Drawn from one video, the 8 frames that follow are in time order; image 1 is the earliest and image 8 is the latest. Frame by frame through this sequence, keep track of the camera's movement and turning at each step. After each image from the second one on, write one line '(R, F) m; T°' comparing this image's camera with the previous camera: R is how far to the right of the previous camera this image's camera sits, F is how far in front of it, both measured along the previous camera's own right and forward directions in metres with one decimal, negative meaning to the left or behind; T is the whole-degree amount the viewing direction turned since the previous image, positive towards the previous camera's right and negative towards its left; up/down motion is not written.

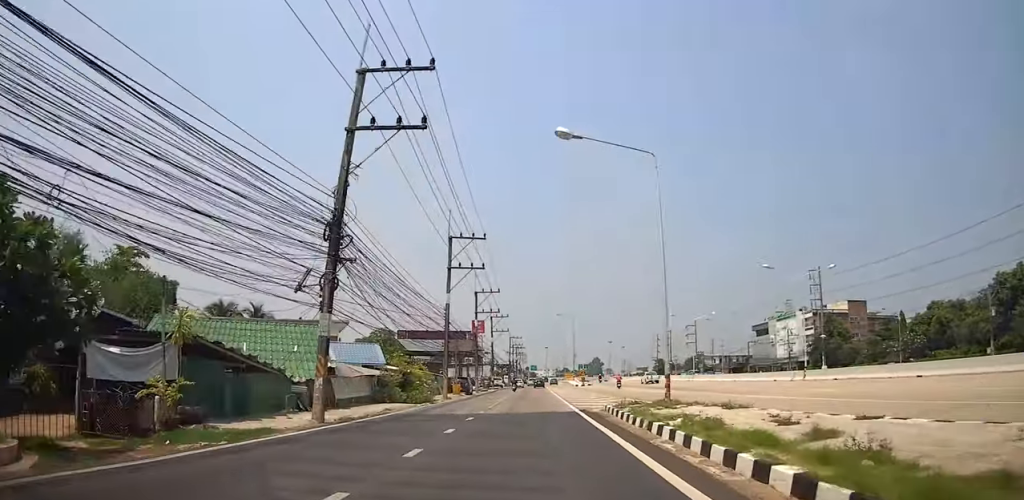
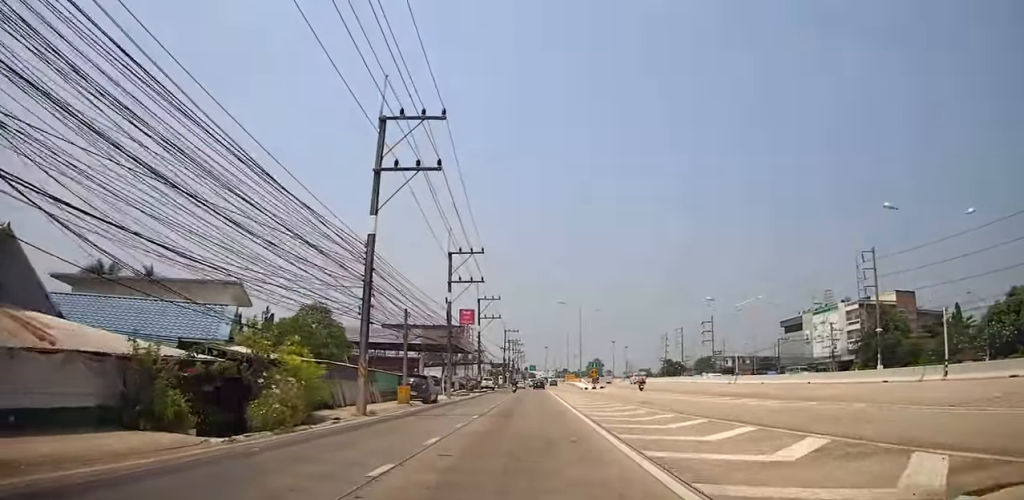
(+0.3, +17.8) m; 0°
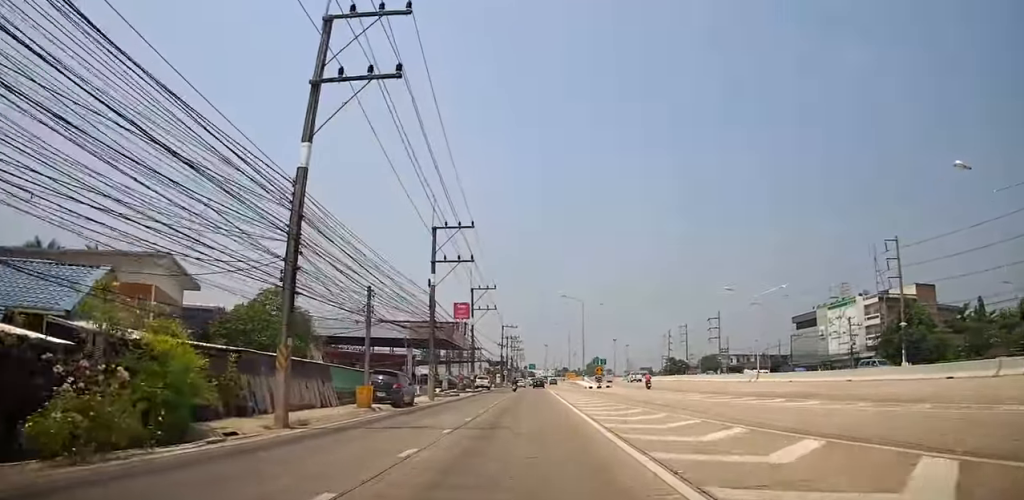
(-0.1, +6.4) m; 0°
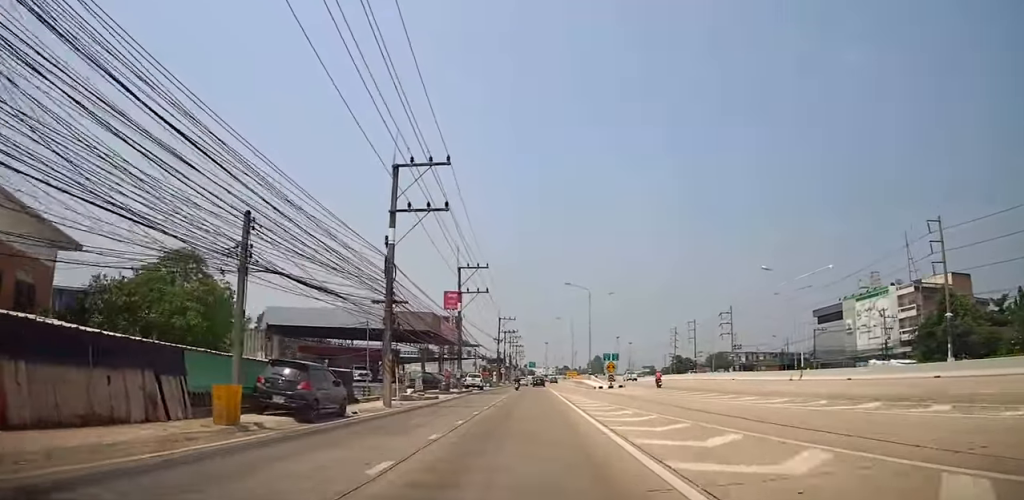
(-0.6, +9.9) m; 0°
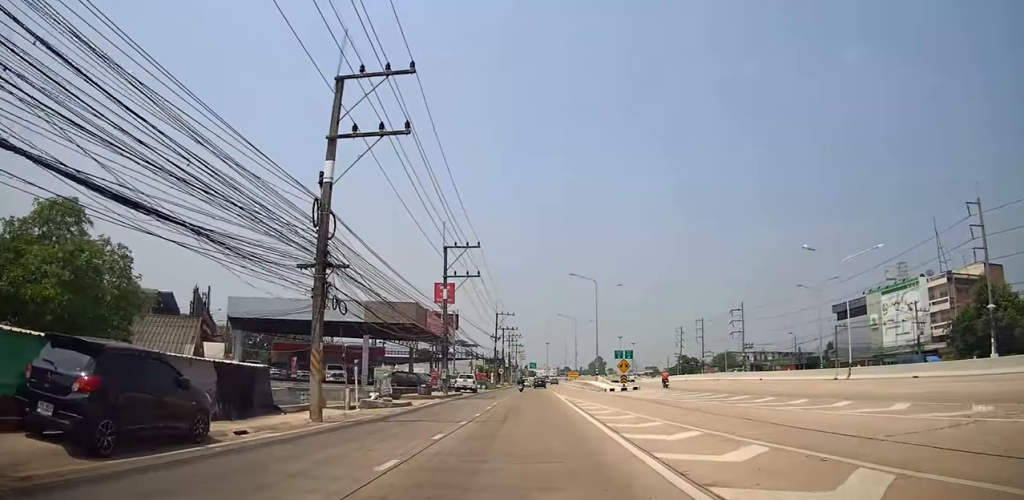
(+0.4, +7.7) m; 0°
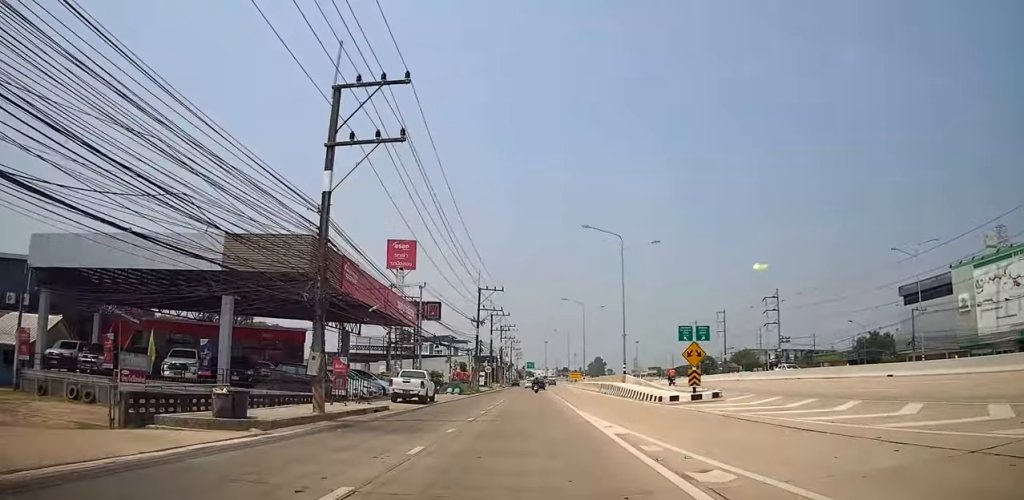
(-0.5, +22.1) m; -3°
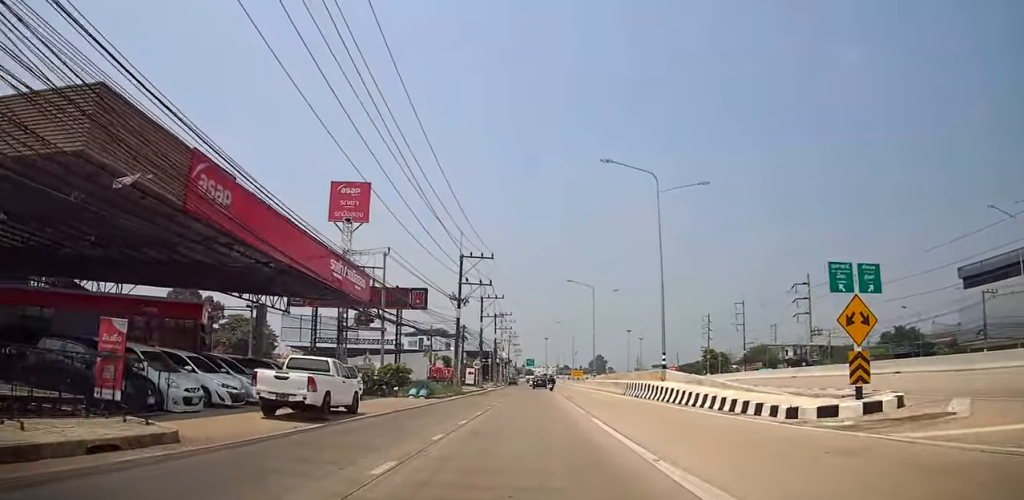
(+0.1, +14.0) m; 0°
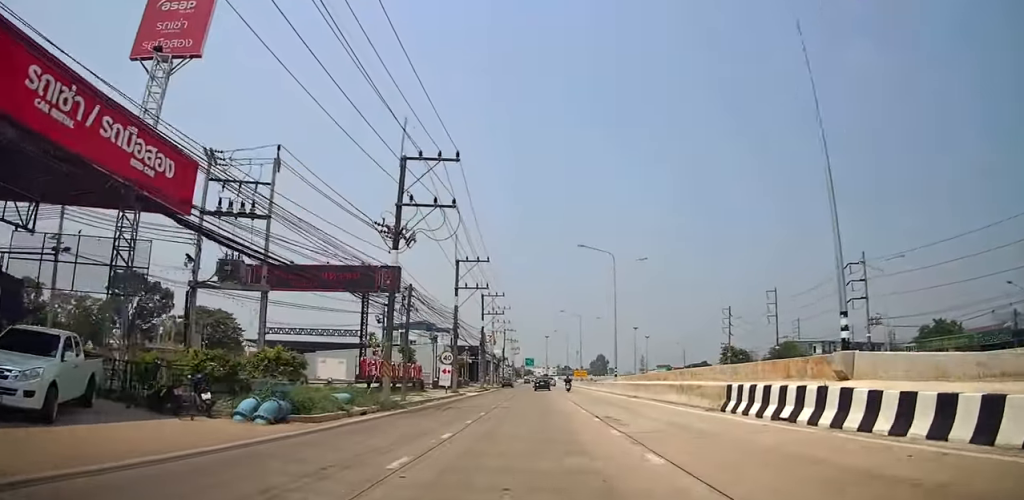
(-0.1, +19.2) m; +2°
